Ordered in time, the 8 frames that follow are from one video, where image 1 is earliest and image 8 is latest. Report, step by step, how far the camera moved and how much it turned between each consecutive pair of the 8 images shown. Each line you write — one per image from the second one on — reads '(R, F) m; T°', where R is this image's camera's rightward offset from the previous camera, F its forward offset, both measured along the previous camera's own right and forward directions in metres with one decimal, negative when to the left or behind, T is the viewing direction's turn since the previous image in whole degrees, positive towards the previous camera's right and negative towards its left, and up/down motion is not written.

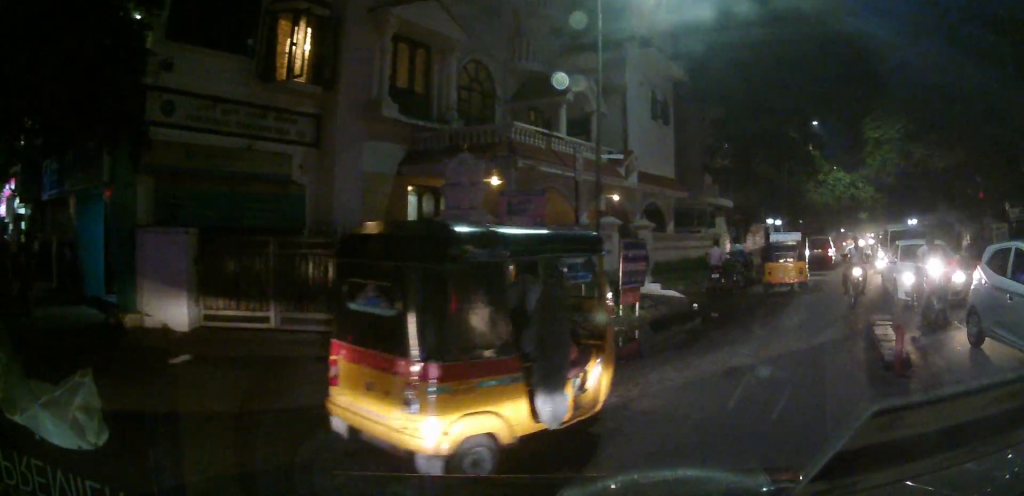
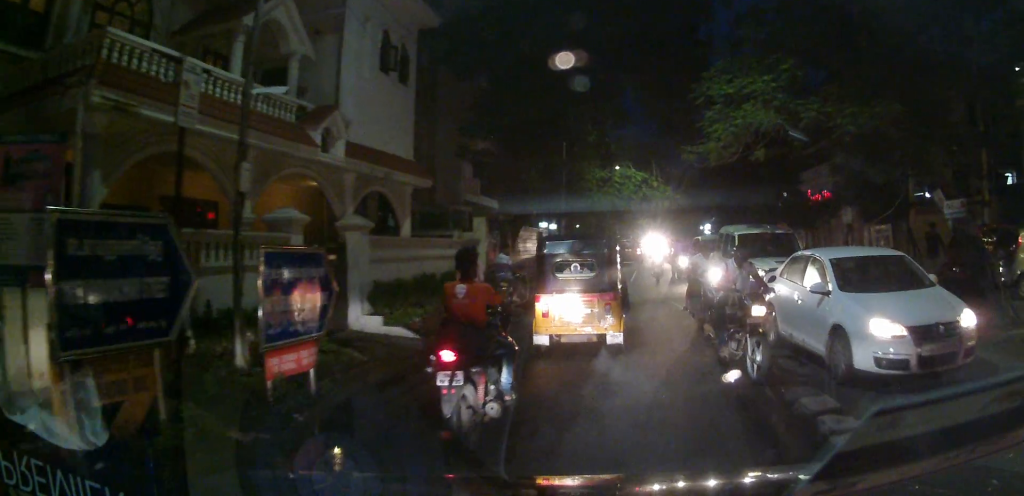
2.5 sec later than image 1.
(+1.1, +6.1) m; +16°
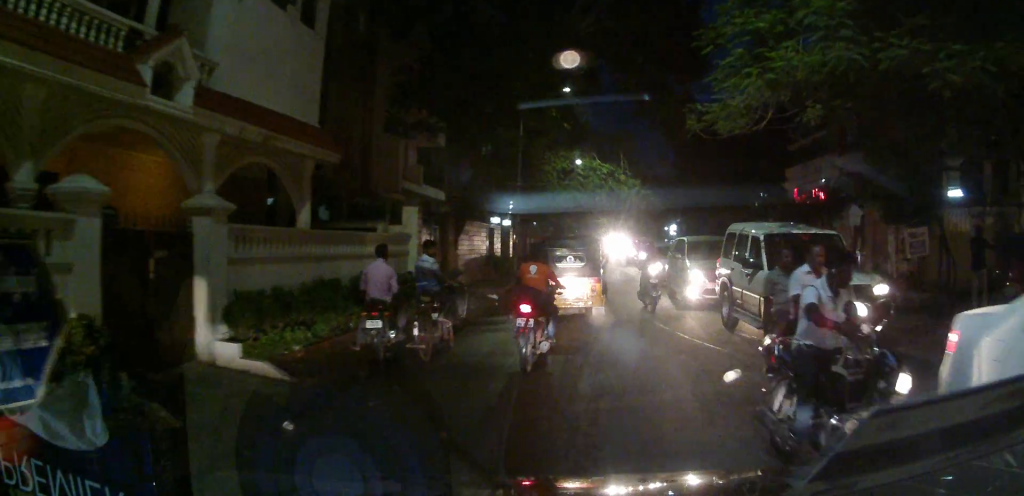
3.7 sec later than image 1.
(+0.1, +3.7) m; +2°
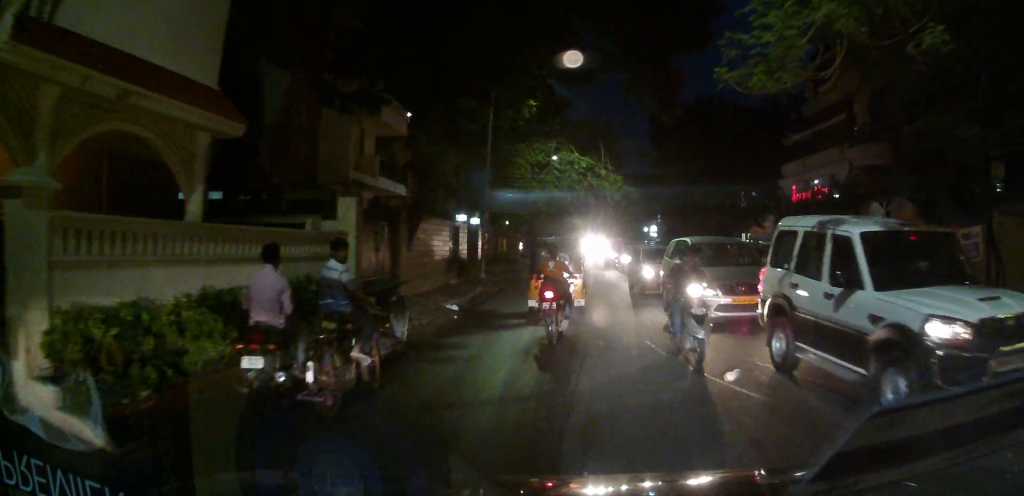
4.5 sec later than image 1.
(0.0, +2.8) m; +2°
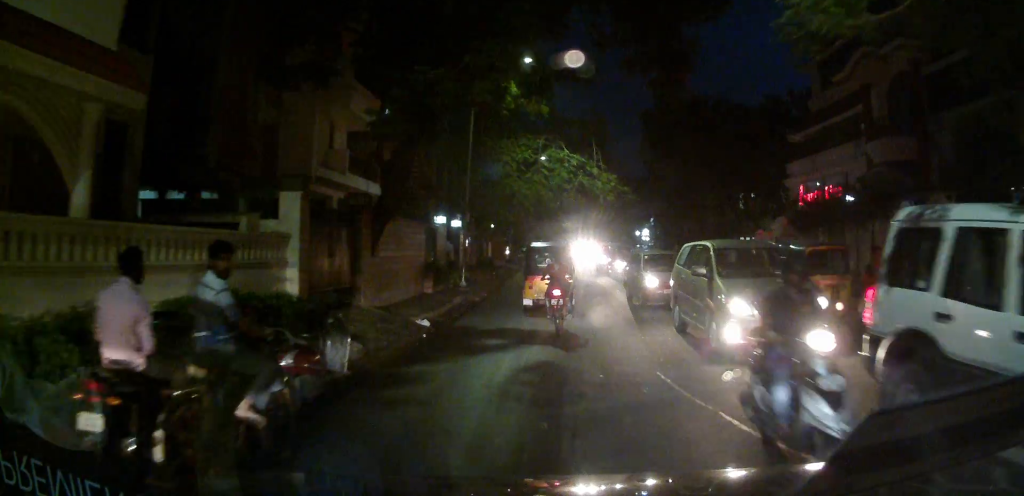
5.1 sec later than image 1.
(0.0, +2.2) m; +1°
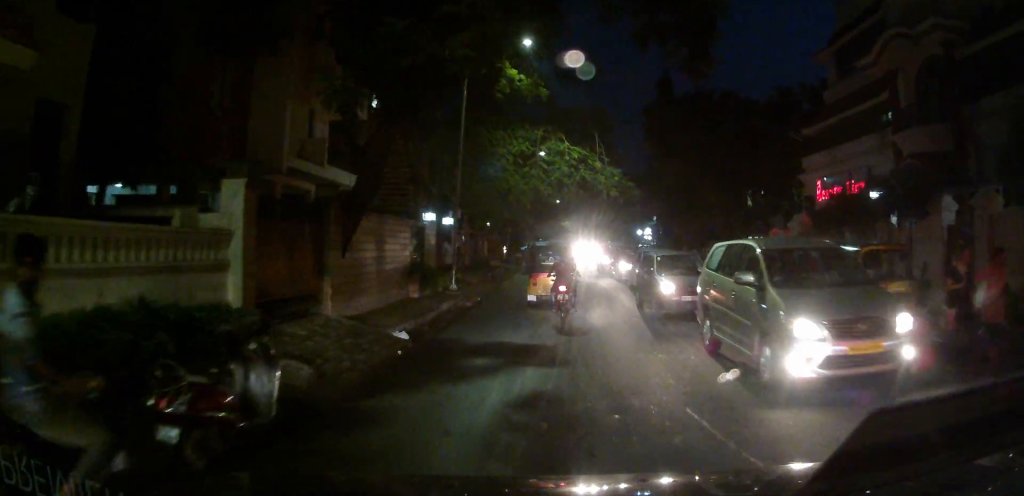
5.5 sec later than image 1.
(0.0, +1.9) m; +1°
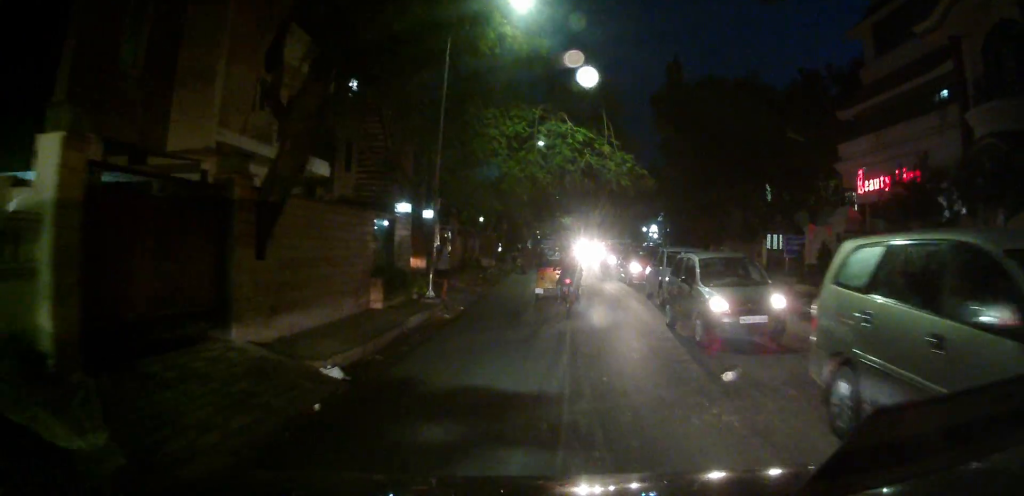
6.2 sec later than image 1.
(0.0, +3.2) m; +1°
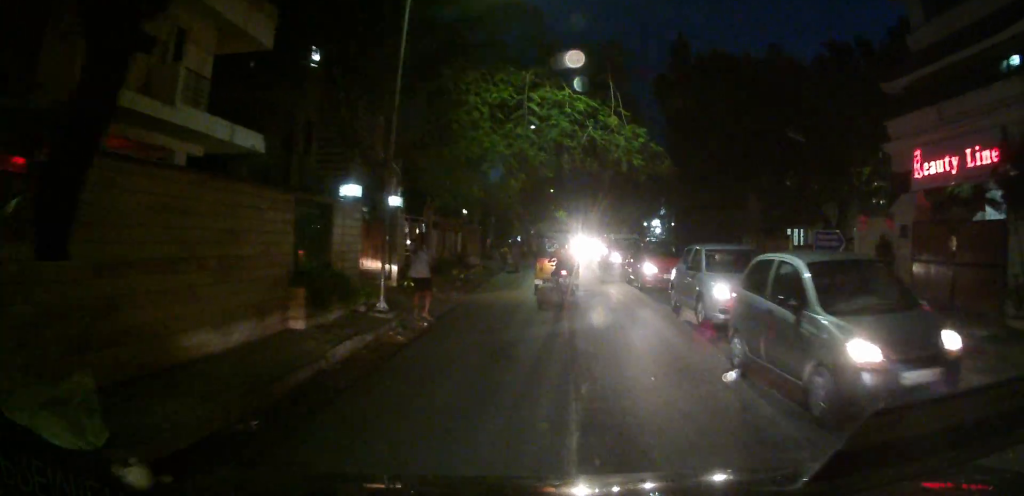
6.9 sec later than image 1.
(0.0, +3.5) m; 0°
